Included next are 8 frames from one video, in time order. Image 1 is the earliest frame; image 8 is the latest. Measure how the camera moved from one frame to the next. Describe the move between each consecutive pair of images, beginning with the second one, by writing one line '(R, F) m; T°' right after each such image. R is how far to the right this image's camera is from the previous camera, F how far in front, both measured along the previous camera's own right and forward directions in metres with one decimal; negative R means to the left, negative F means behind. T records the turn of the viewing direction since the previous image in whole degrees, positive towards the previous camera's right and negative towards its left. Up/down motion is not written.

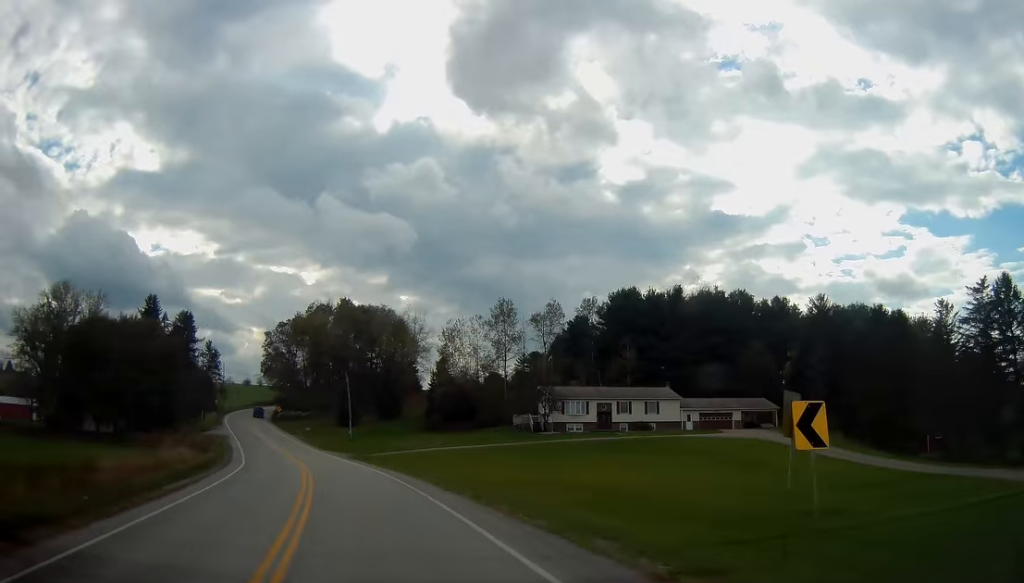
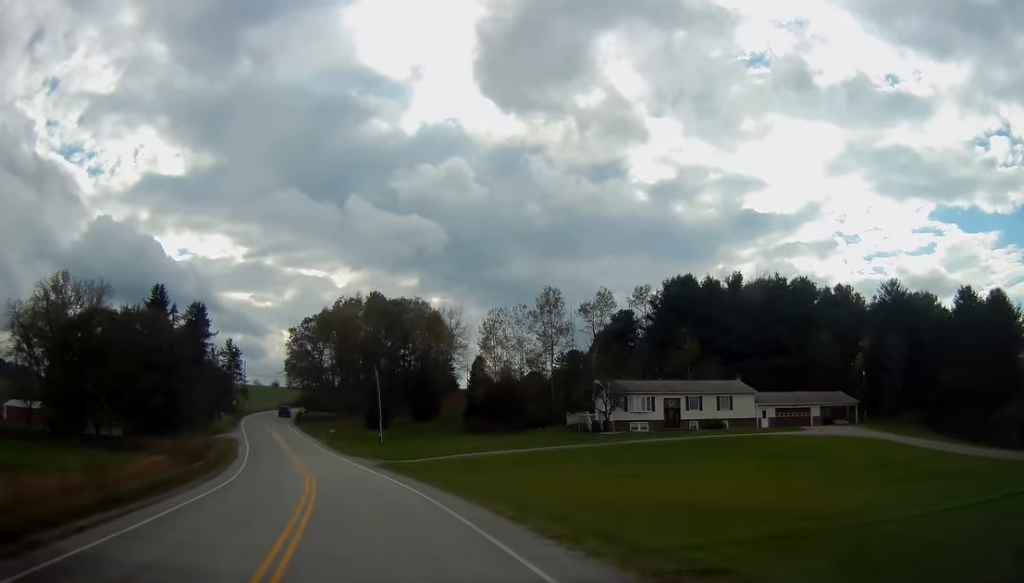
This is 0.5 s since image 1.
(-0.3, +9.6) m; -2°
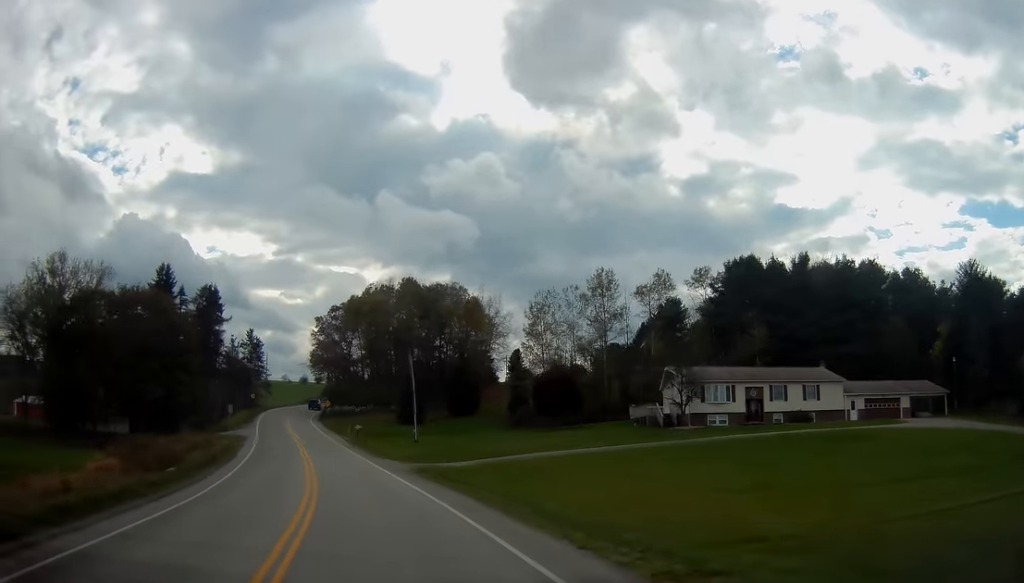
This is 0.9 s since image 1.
(-0.2, +9.7) m; -2°
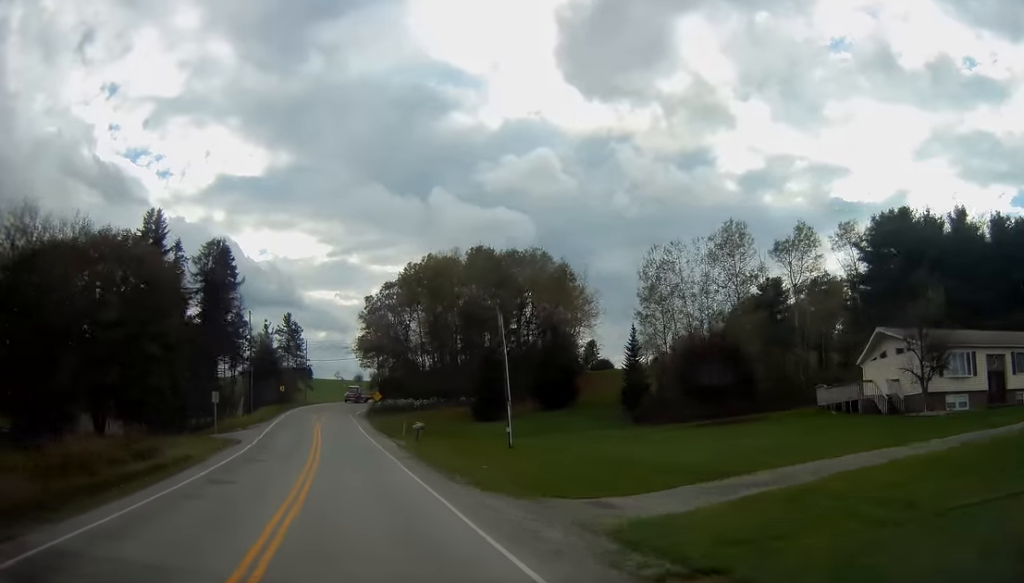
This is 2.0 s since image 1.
(-0.8, +21.8) m; -5°
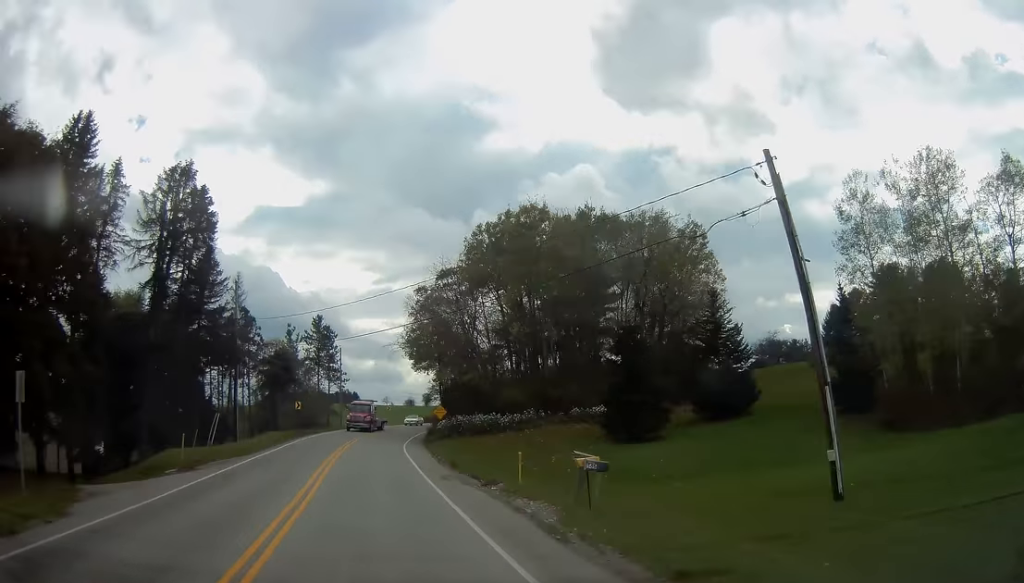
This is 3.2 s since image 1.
(-1.7, +26.2) m; -6°
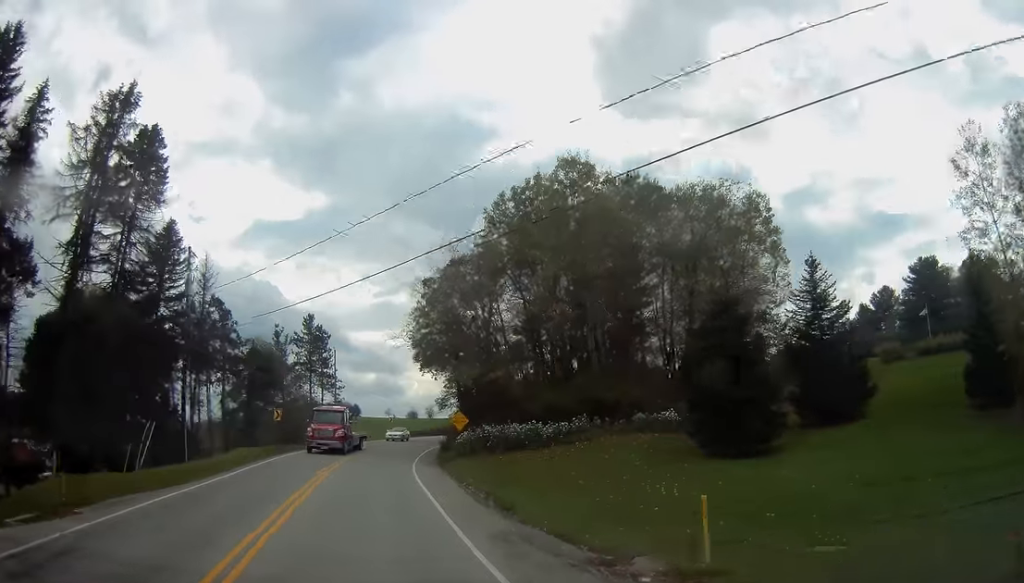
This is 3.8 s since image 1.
(+0.1, +12.1) m; -2°
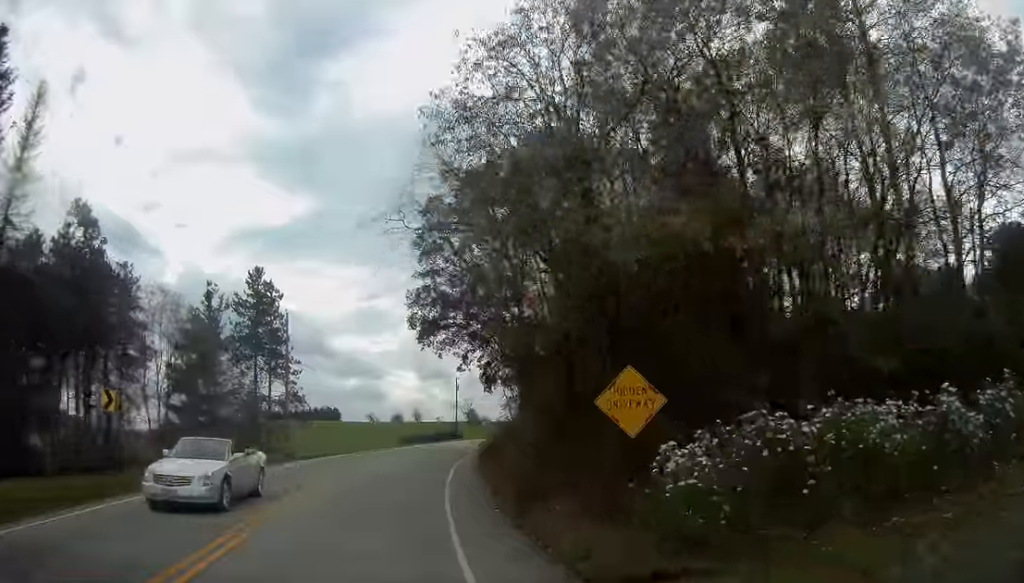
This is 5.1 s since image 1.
(-1.3, +28.0) m; -2°
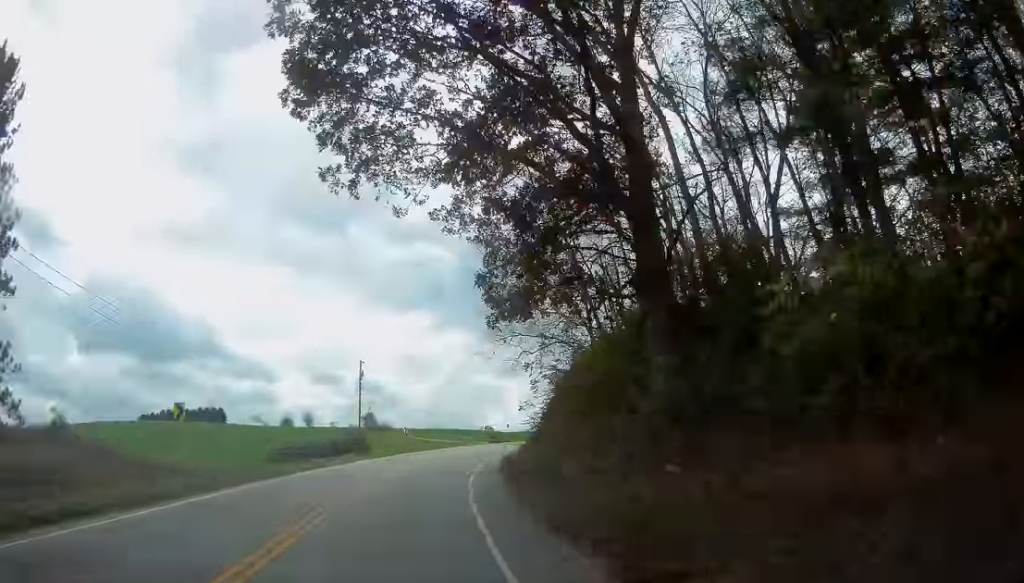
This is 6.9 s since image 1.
(+0.7, +36.9) m; +3°
